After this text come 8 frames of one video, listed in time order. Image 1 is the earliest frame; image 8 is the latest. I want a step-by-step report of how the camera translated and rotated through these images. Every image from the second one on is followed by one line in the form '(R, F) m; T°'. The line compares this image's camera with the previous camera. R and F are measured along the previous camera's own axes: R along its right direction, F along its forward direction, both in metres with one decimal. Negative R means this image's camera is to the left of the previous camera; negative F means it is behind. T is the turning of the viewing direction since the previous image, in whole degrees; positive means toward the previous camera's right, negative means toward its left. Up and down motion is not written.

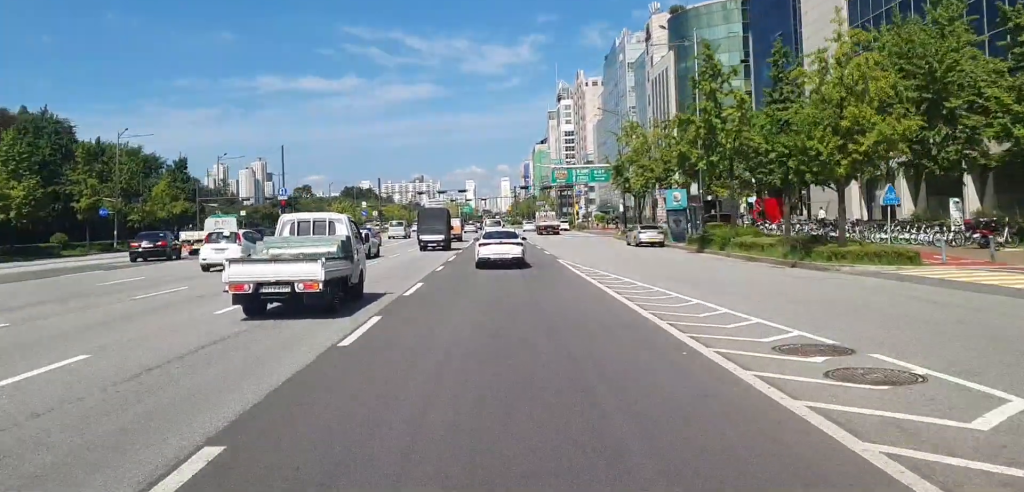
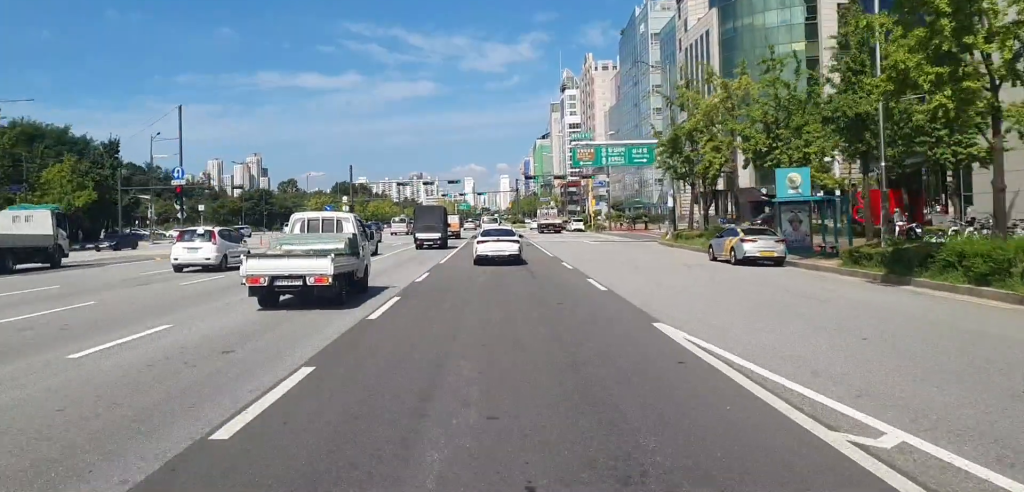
(-0.5, +21.5) m; -2°
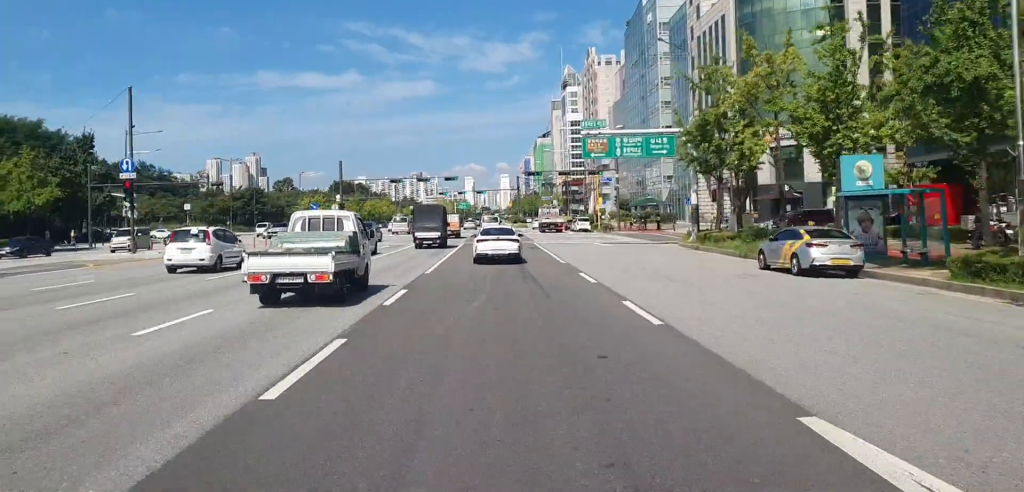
(0.0, +6.2) m; 0°
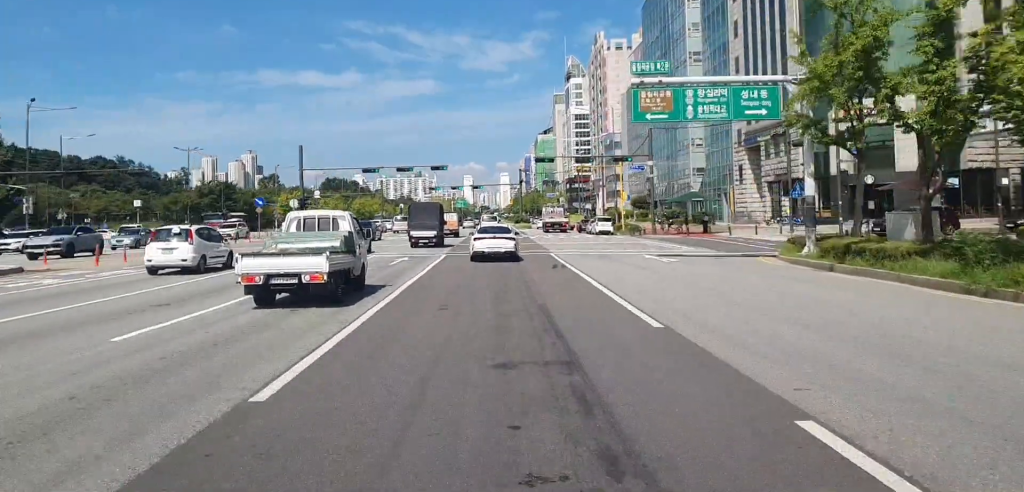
(+0.2, +17.5) m; 0°
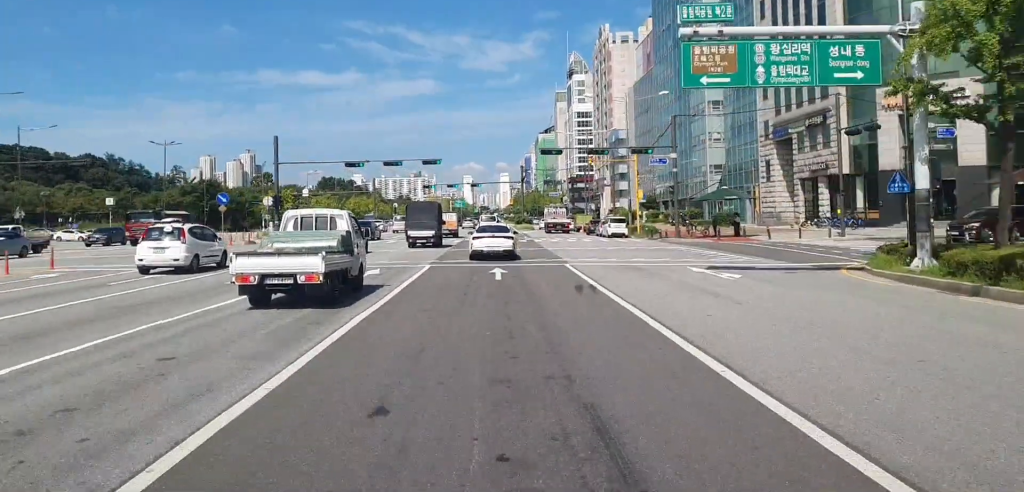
(-0.2, +7.9) m; -1°
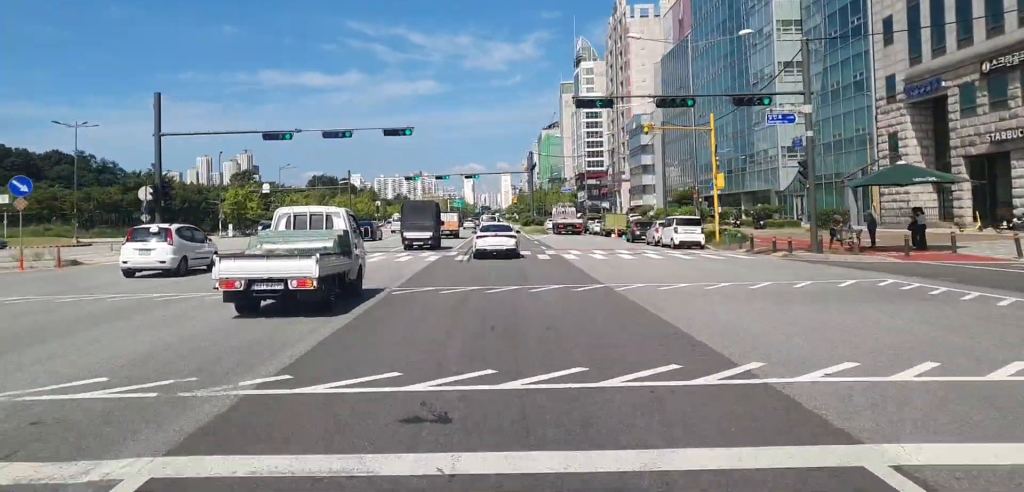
(-0.2, +22.3) m; +1°
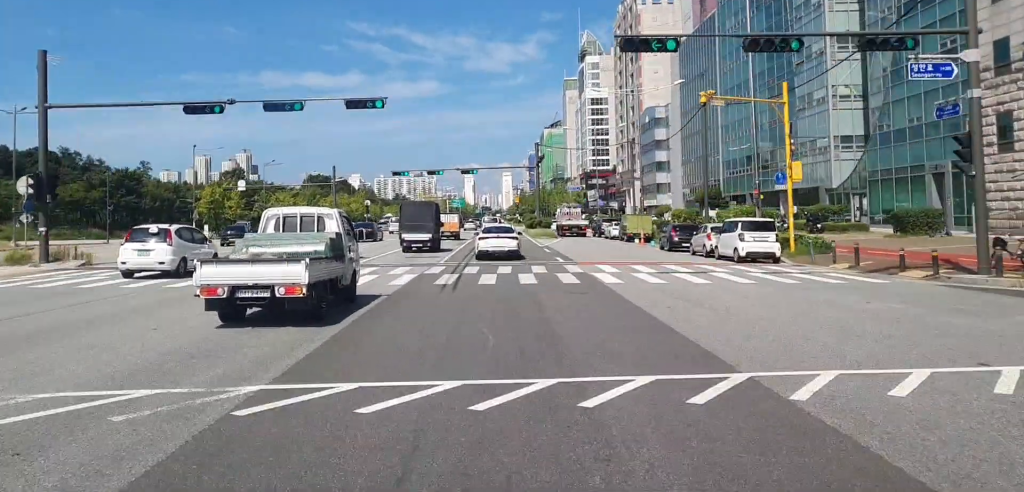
(+0.2, +10.5) m; +1°
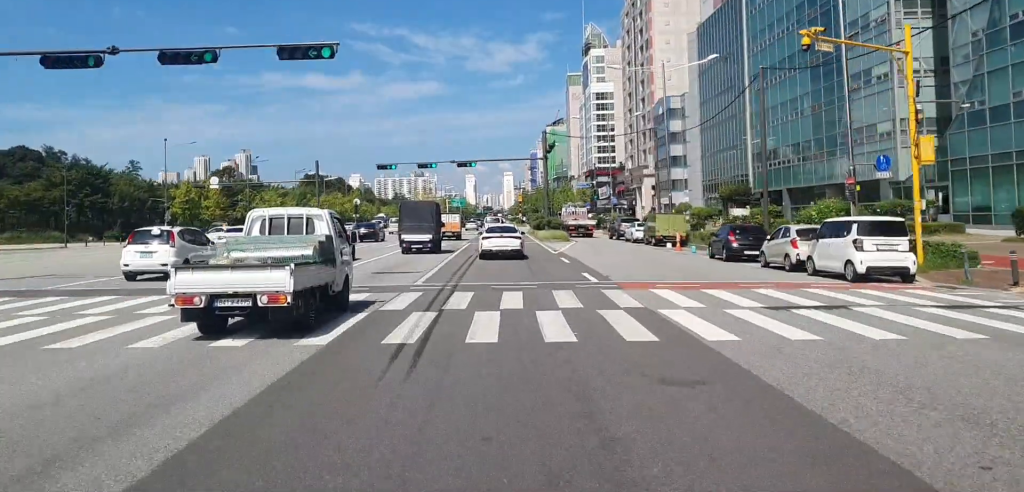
(+0.1, +9.5) m; 0°
